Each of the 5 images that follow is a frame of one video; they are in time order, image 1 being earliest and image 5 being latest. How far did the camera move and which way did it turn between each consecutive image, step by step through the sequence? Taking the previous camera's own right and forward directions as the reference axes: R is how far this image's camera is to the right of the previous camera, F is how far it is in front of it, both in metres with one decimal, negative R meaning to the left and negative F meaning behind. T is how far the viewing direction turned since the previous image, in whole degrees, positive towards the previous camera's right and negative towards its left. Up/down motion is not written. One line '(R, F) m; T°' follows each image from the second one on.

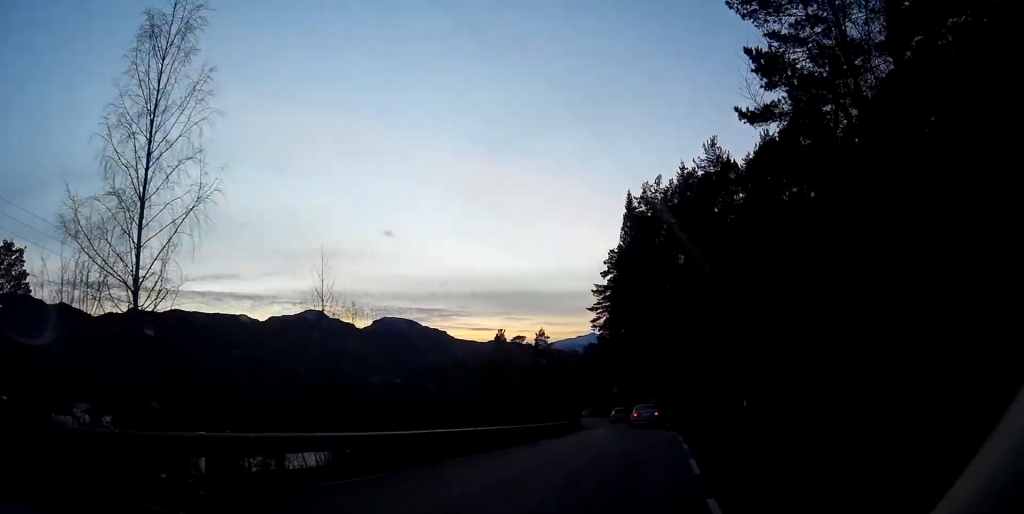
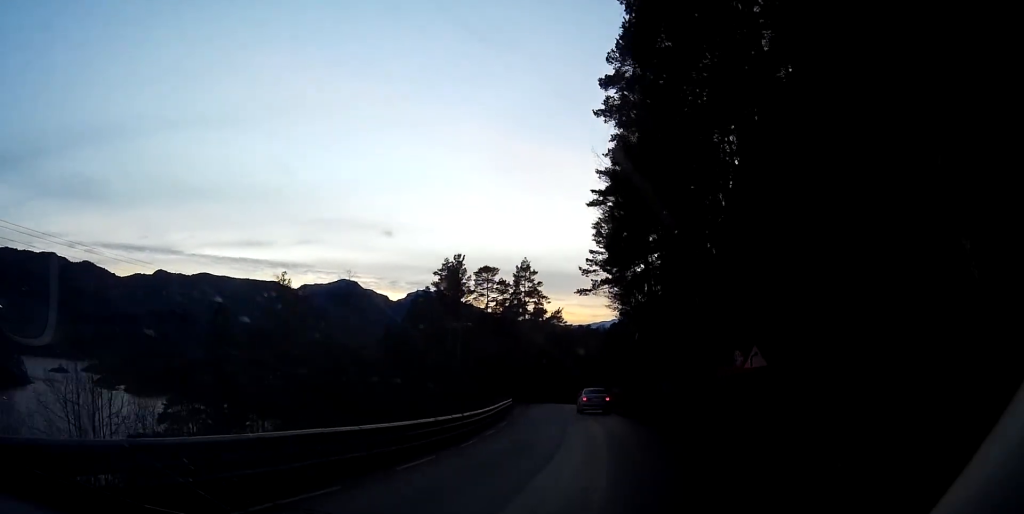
(-1.5, +57.2) m; -5°
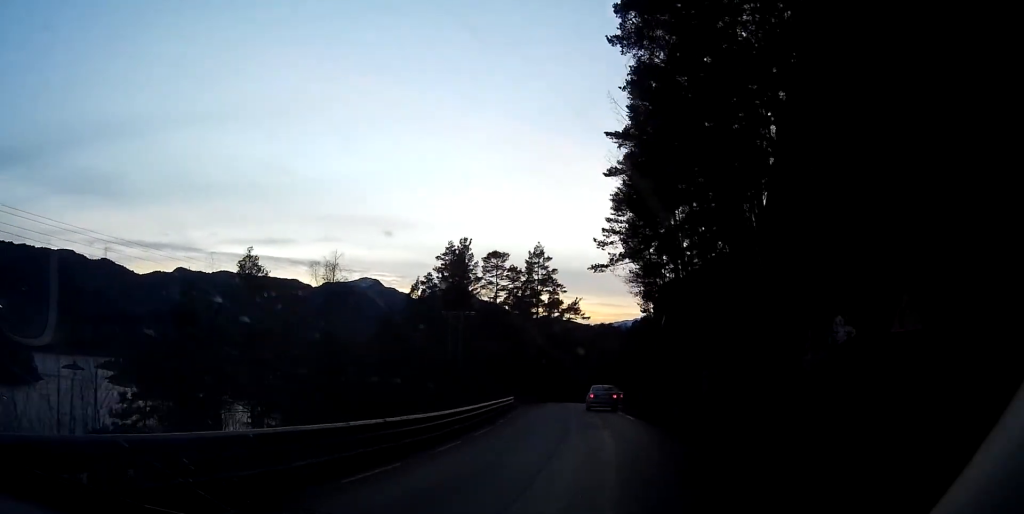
(0.0, +8.7) m; -2°
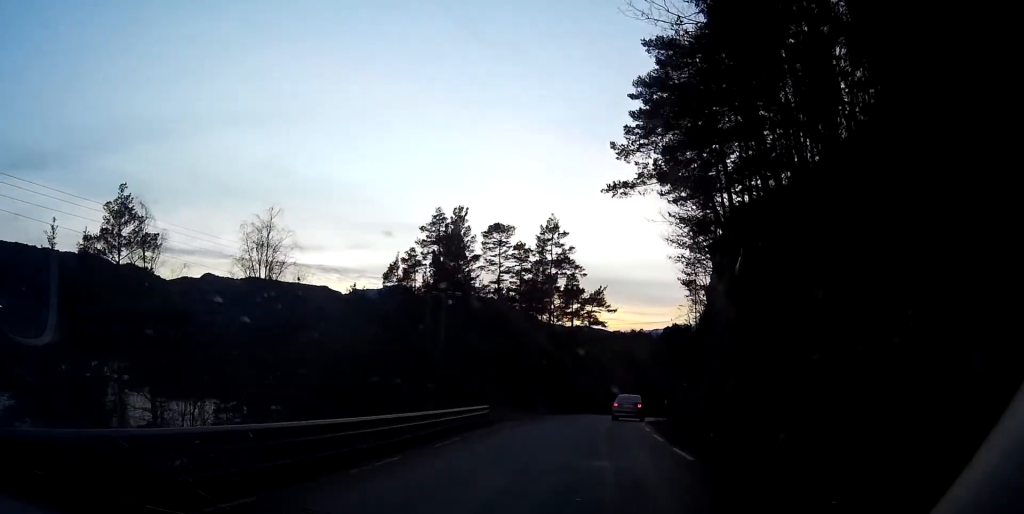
(-0.6, +17.0) m; -3°
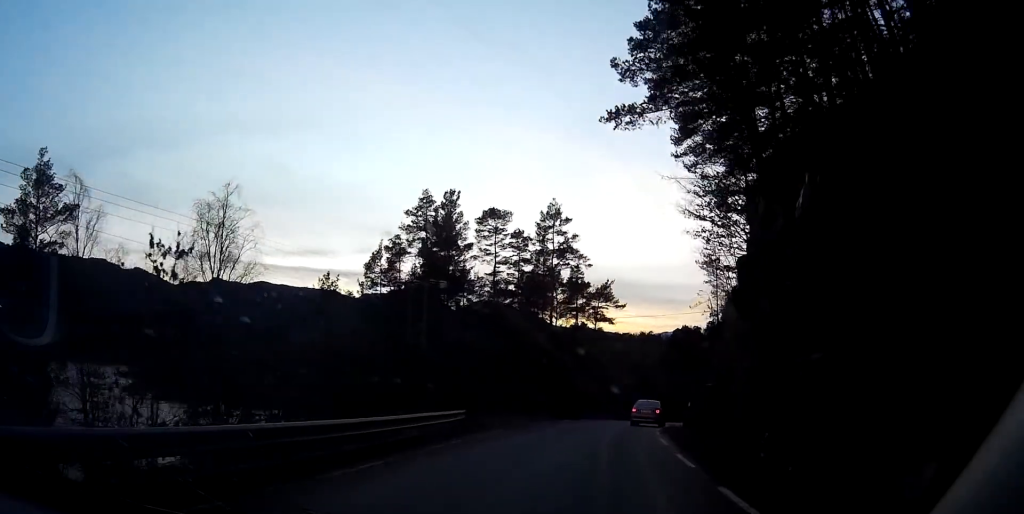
(0.0, +6.7) m; 0°
